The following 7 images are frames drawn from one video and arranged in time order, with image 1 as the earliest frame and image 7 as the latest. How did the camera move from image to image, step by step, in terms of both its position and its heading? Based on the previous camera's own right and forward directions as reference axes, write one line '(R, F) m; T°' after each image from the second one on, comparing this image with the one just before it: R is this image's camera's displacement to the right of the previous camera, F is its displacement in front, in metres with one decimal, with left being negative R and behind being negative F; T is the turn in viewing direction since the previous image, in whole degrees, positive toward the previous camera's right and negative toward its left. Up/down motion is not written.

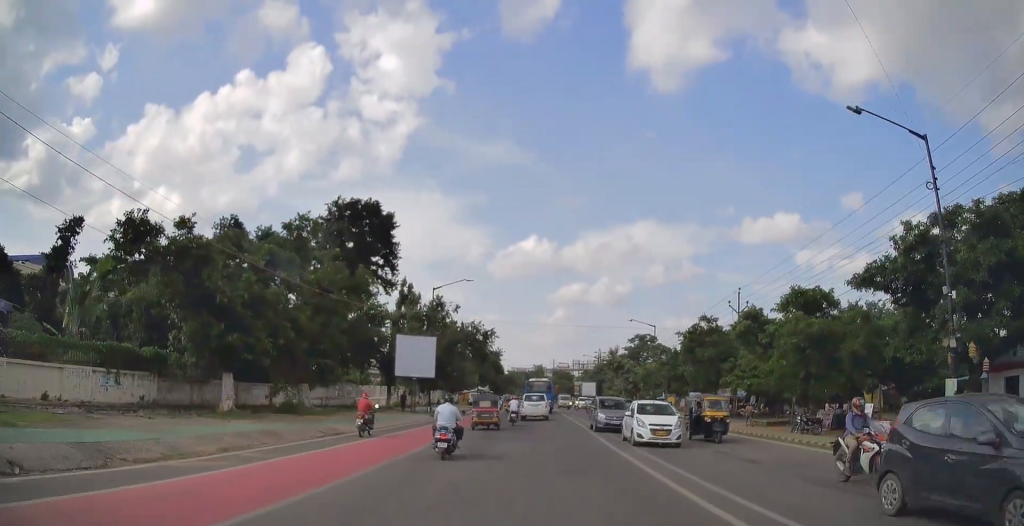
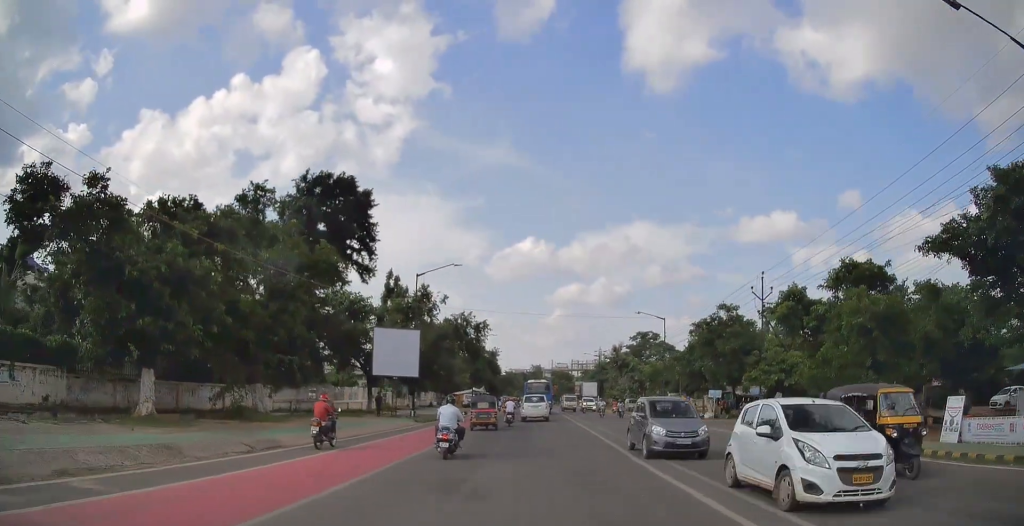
(0.0, +6.2) m; 0°
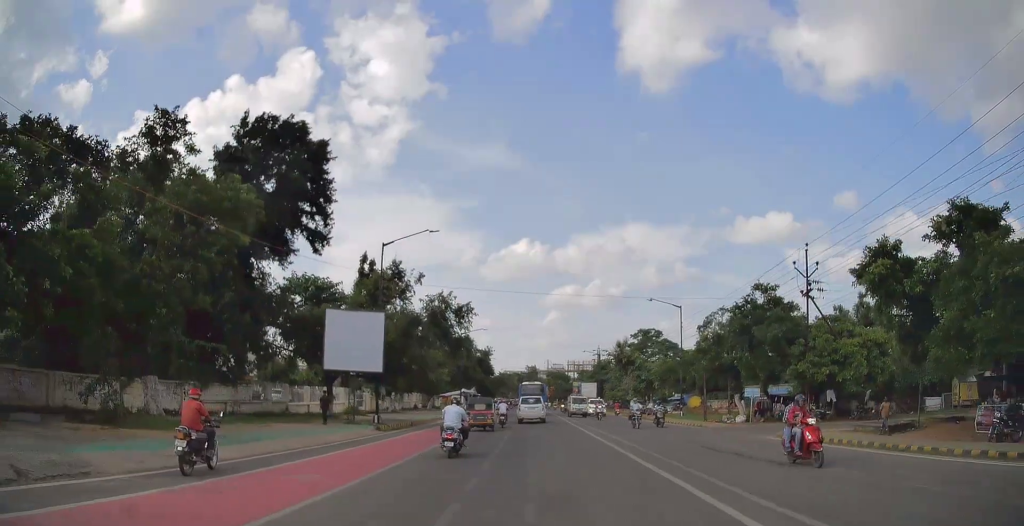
(0.0, +8.8) m; 0°
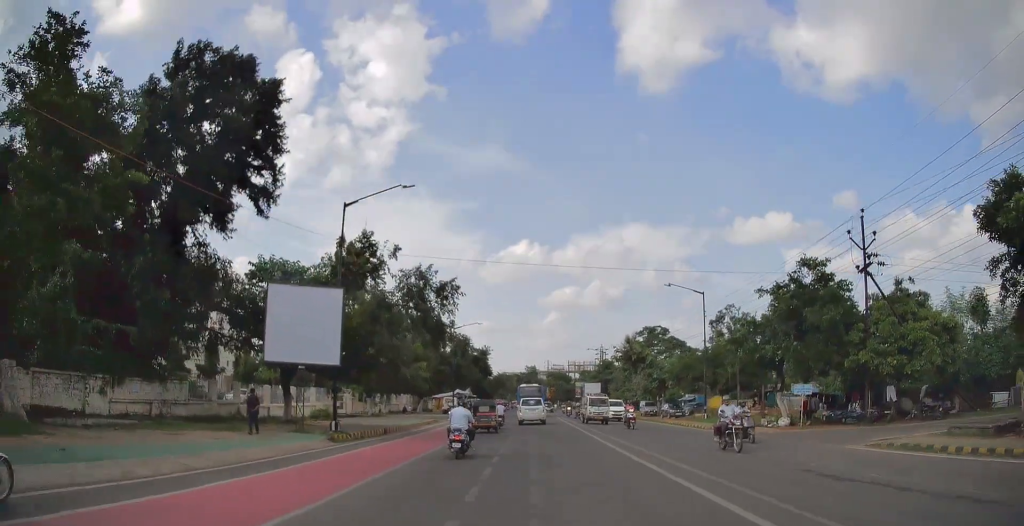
(0.0, +7.2) m; 0°
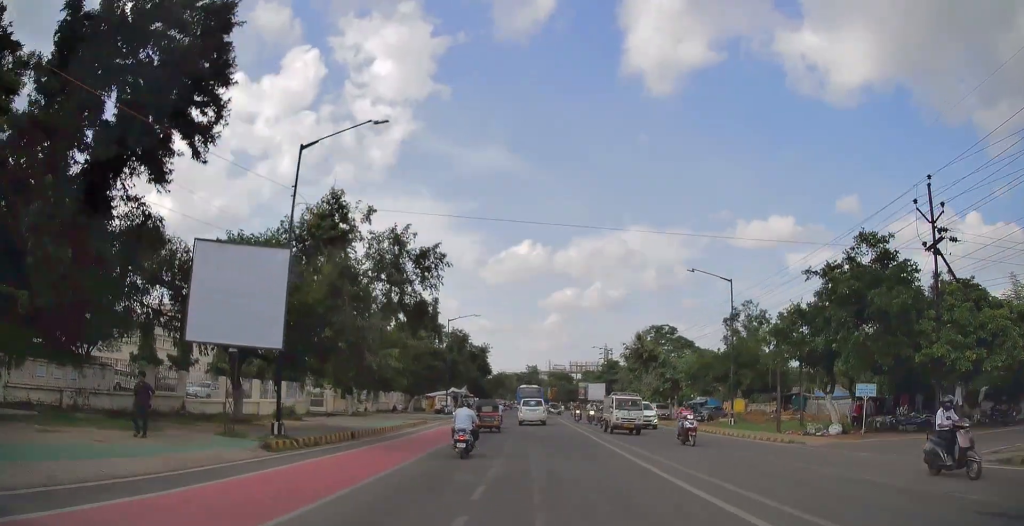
(0.0, +6.0) m; 0°
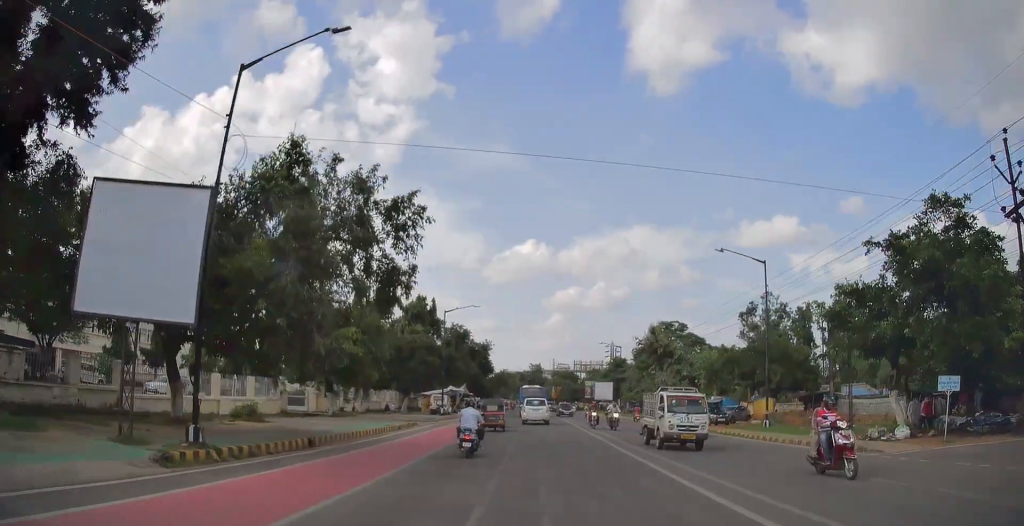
(0.0, +5.5) m; 0°
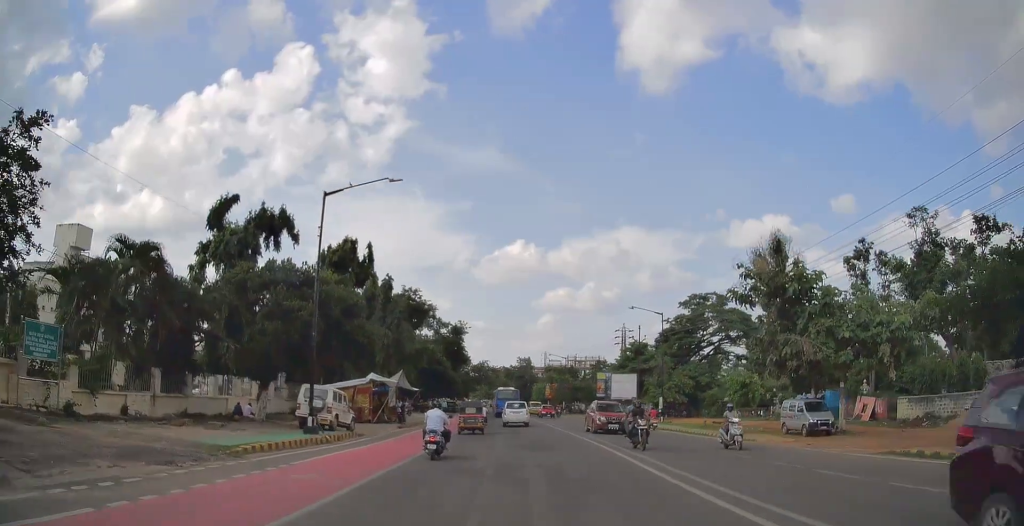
(0.0, +32.0) m; 0°
